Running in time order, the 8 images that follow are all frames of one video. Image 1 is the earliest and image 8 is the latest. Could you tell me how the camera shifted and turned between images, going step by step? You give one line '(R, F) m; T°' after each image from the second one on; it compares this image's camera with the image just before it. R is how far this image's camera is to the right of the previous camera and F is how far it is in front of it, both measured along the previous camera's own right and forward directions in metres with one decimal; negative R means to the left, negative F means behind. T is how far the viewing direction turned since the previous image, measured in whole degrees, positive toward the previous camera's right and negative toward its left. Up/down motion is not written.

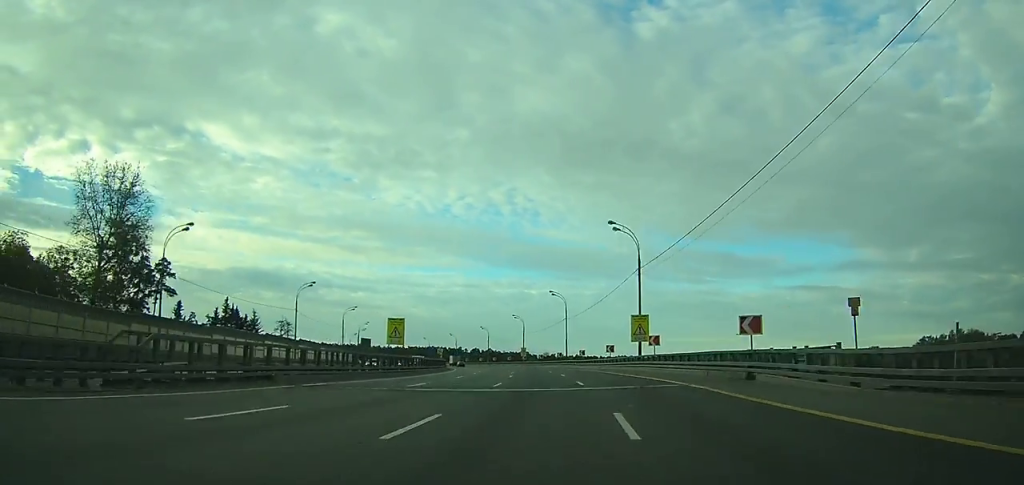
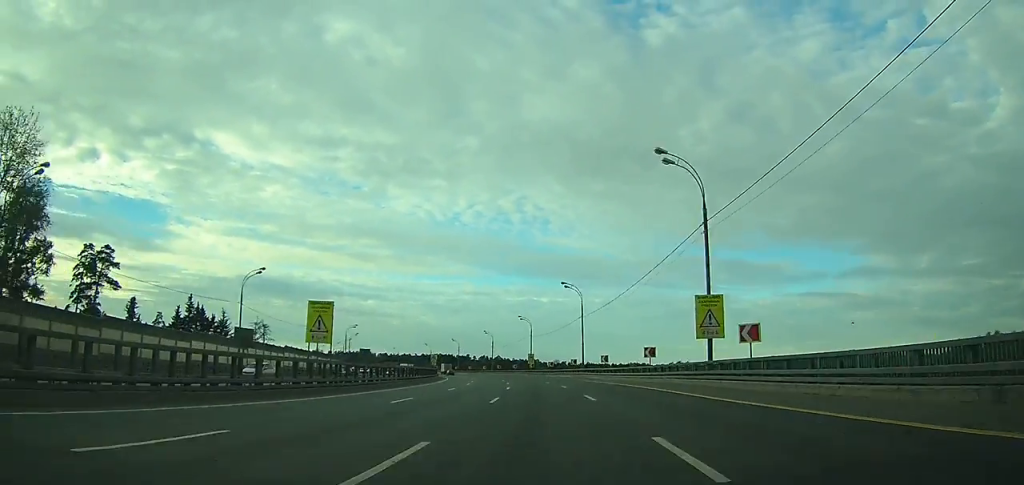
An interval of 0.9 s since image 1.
(-0.2, +19.9) m; -1°
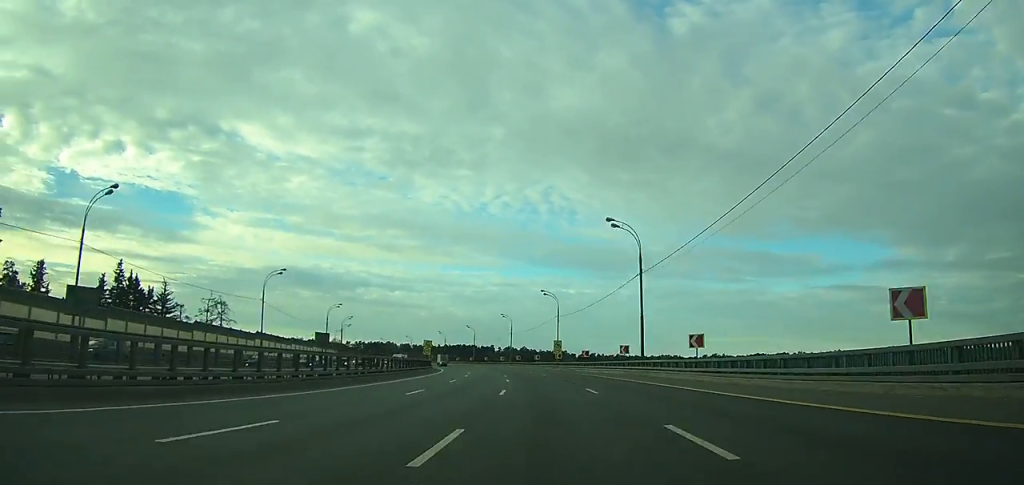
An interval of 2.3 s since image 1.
(-0.1, +32.2) m; -2°
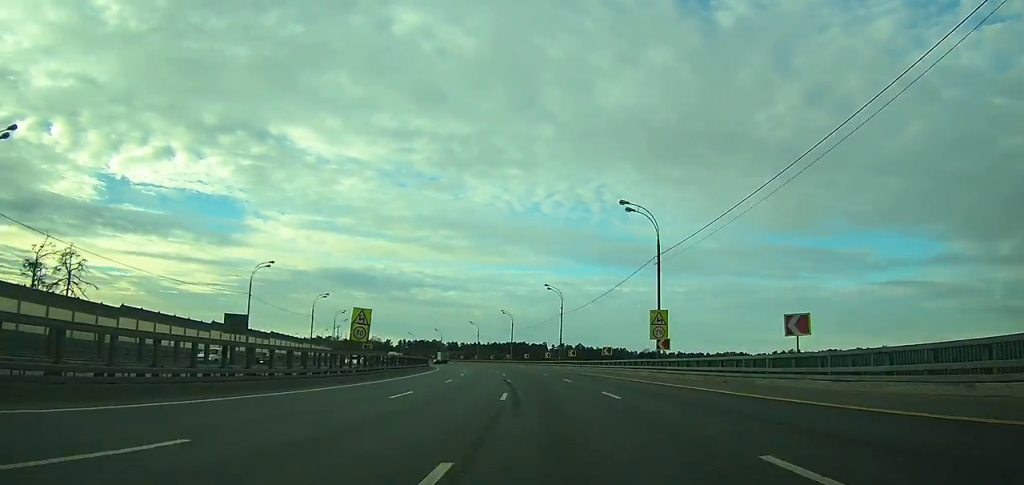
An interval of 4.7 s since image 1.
(-2.7, +56.1) m; -6°
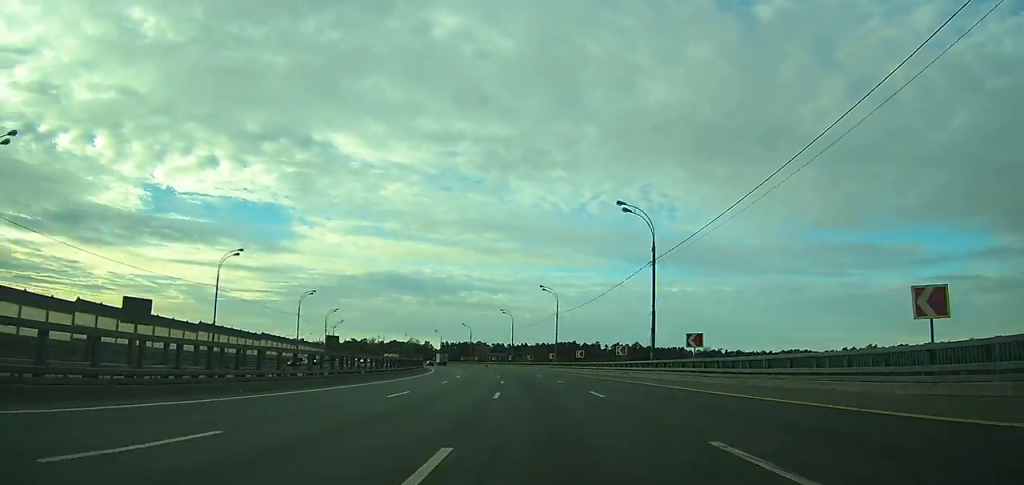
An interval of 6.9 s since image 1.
(-2.8, +53.2) m; -6°
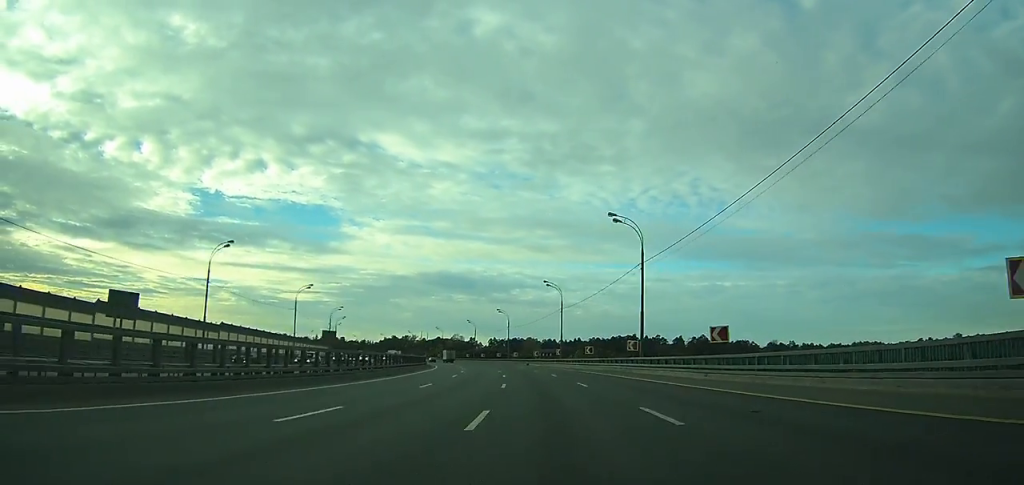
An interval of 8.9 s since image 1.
(-2.0, +48.0) m; -5°
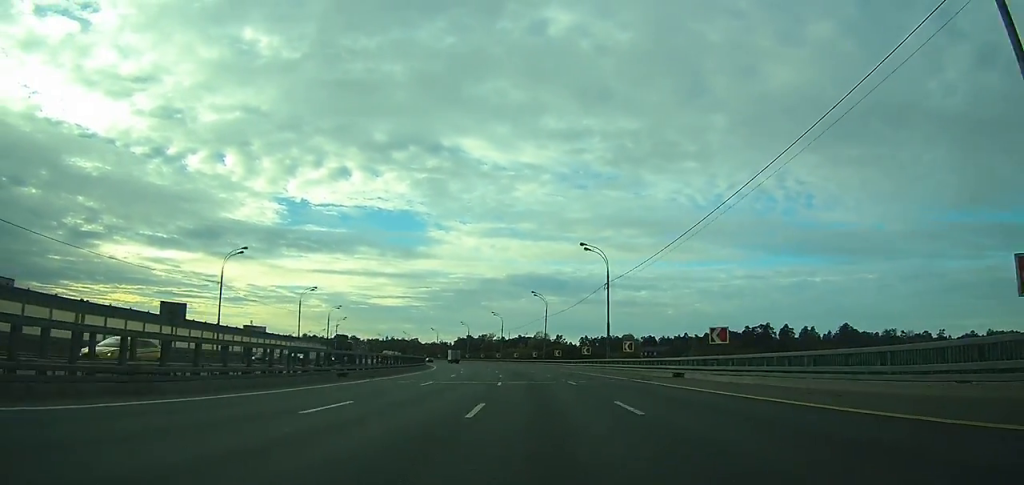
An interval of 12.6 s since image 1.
(-6.7, +81.2) m; -10°
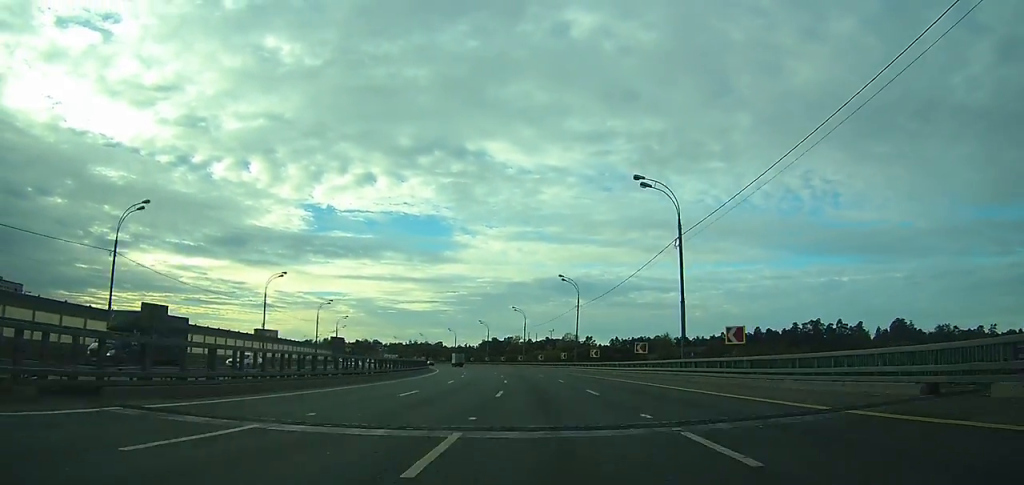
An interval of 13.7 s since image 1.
(-0.4, +21.6) m; -3°
